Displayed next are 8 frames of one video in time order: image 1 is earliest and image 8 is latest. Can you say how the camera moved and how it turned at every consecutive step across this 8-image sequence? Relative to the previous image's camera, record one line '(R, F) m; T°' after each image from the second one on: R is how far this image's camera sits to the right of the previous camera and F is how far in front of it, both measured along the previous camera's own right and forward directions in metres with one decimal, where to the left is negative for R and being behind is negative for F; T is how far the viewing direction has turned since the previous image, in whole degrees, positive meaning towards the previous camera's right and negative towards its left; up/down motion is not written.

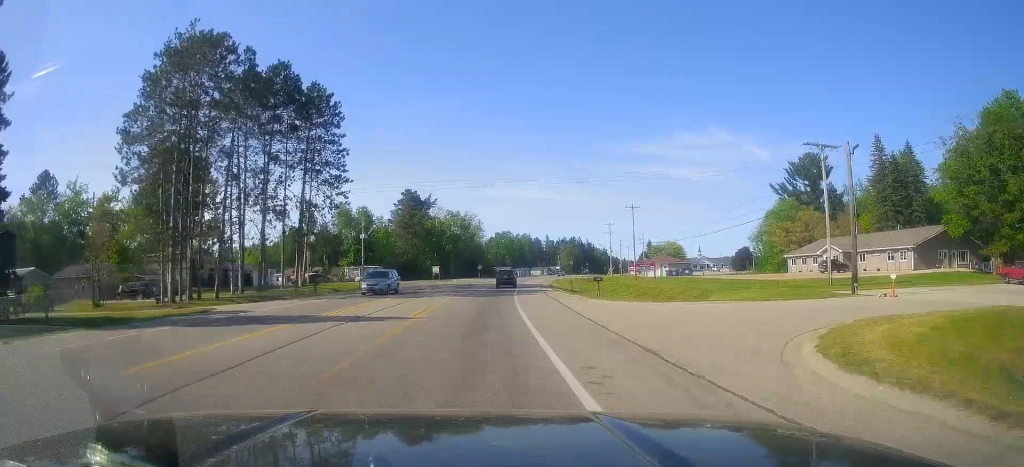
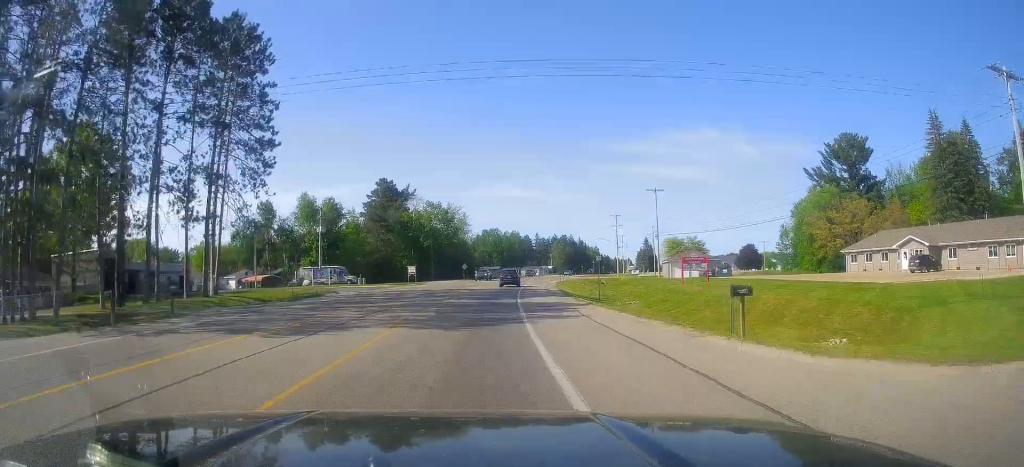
(+0.3, +20.4) m; +2°
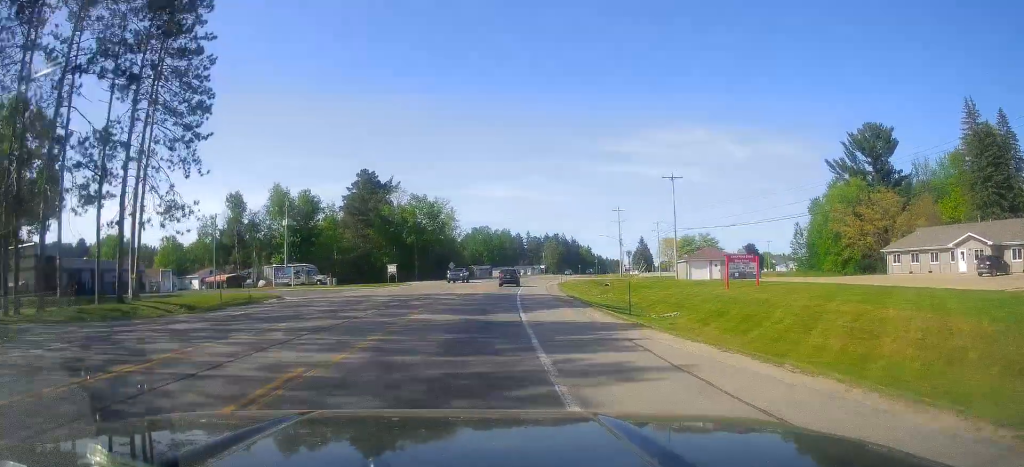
(+0.2, +11.4) m; +1°
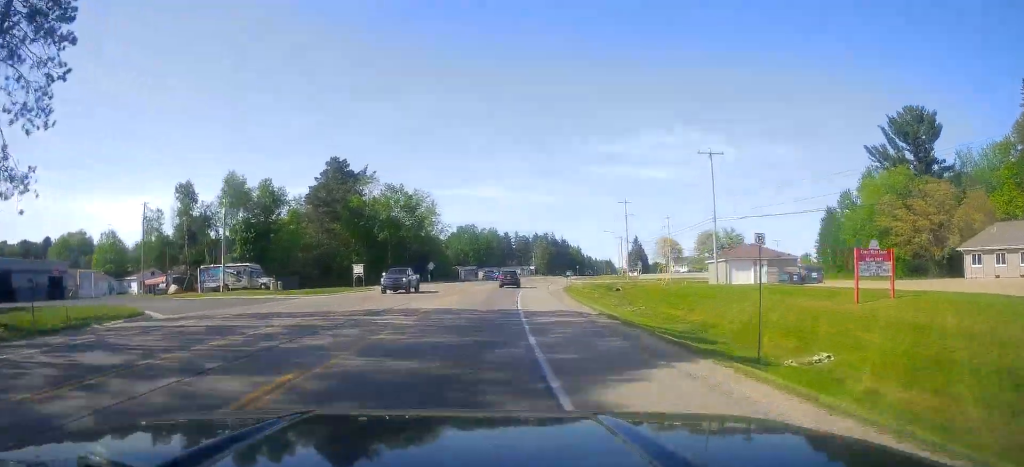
(+0.2, +16.0) m; +1°
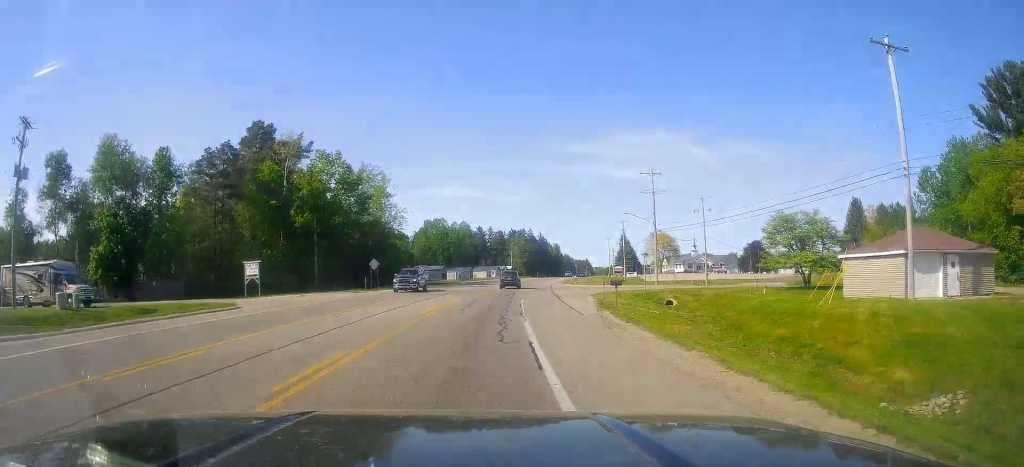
(+0.8, +29.2) m; +3°
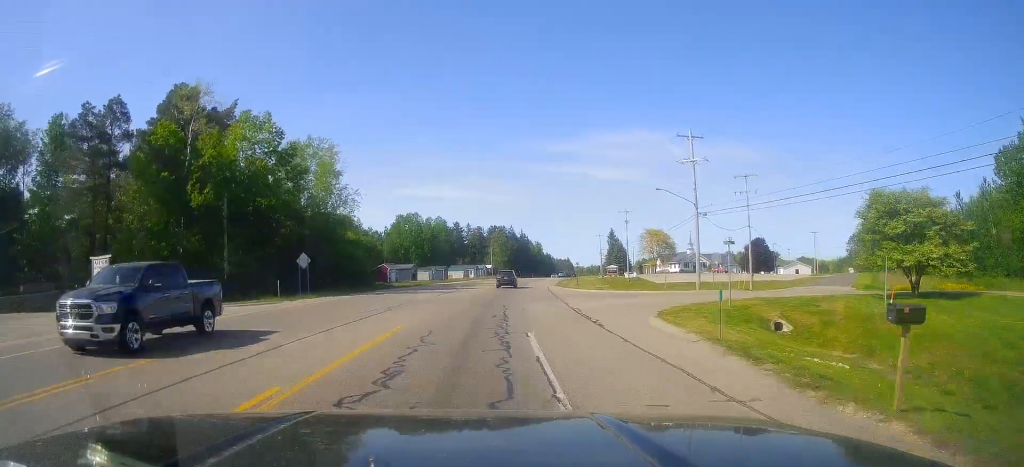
(+0.5, +19.6) m; +2°
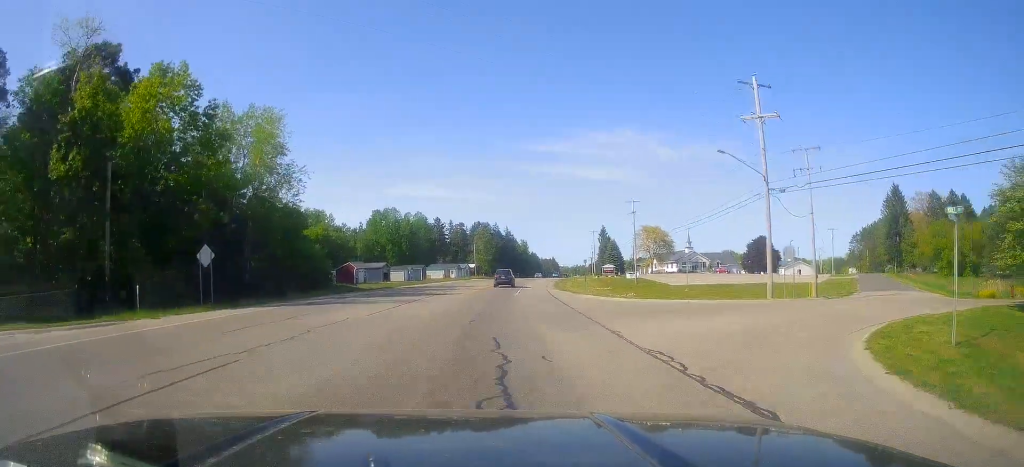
(-0.3, +15.3) m; +1°
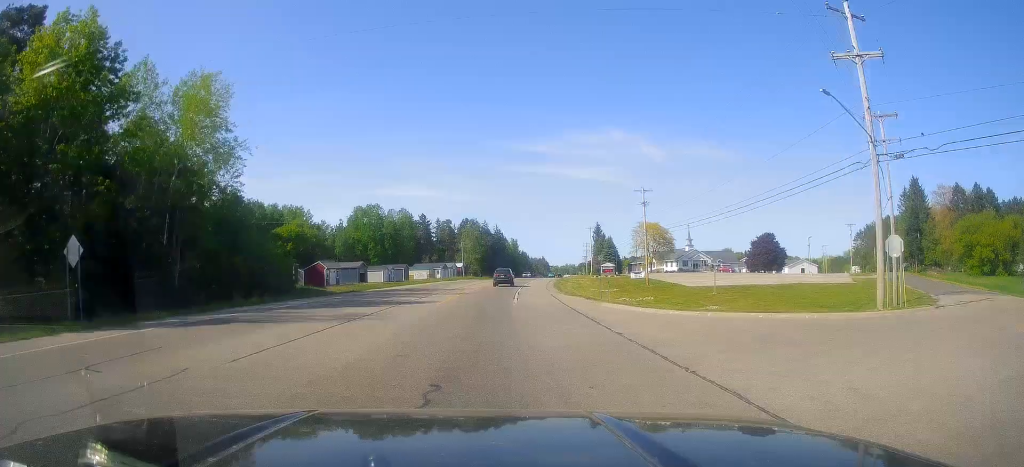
(+0.4, +11.6) m; +1°
